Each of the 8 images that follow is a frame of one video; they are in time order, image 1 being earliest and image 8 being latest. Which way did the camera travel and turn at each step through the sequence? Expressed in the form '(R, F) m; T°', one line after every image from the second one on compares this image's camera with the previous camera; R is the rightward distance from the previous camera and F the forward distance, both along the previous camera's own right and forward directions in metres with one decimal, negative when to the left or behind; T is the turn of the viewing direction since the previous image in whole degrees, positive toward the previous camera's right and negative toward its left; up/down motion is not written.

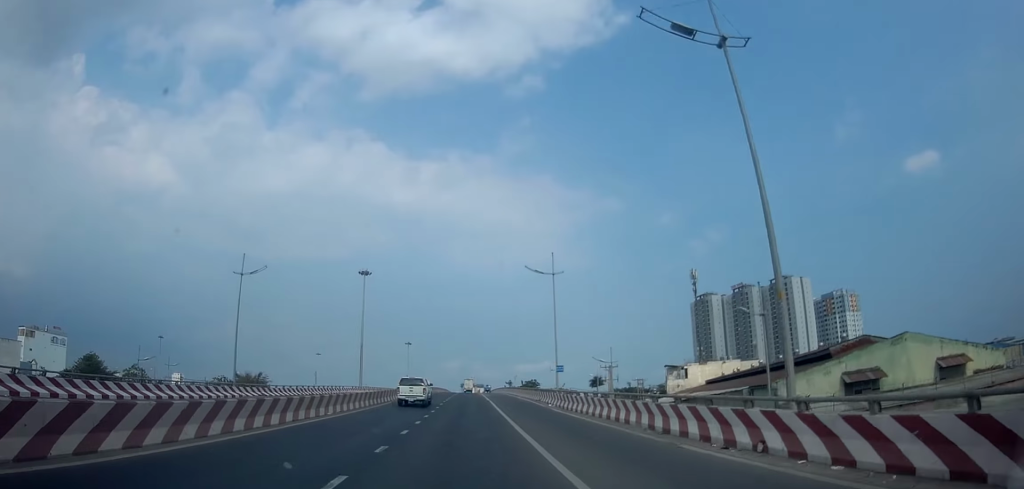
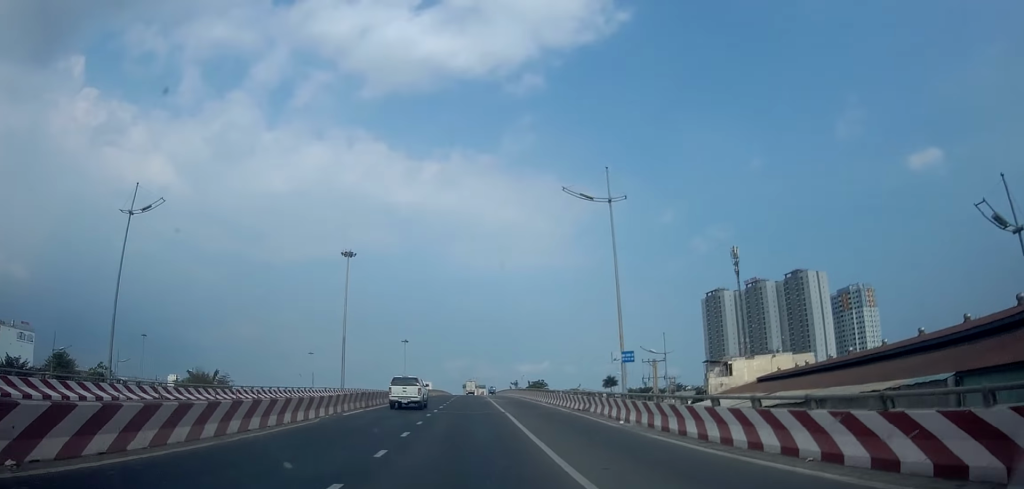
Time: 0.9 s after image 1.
(0.0, +16.5) m; 0°
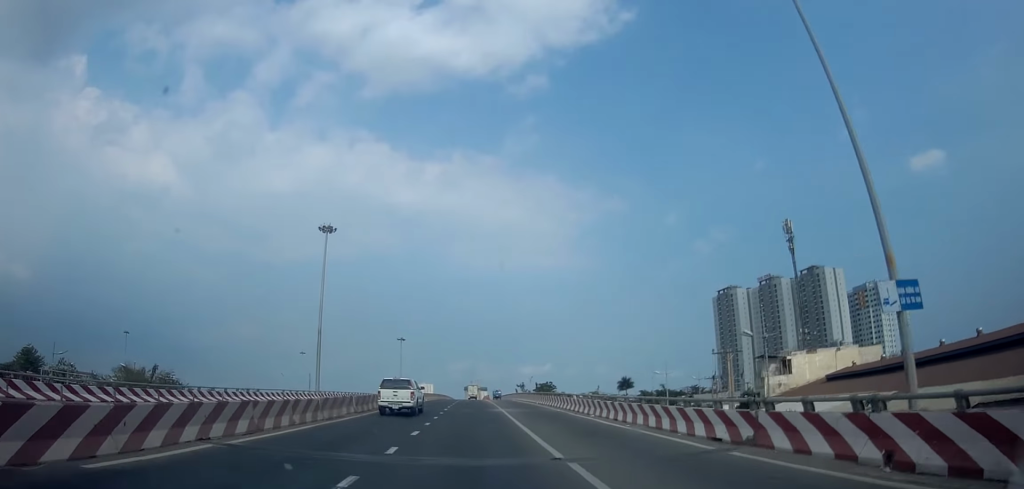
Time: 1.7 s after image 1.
(-0.1, +15.7) m; 0°
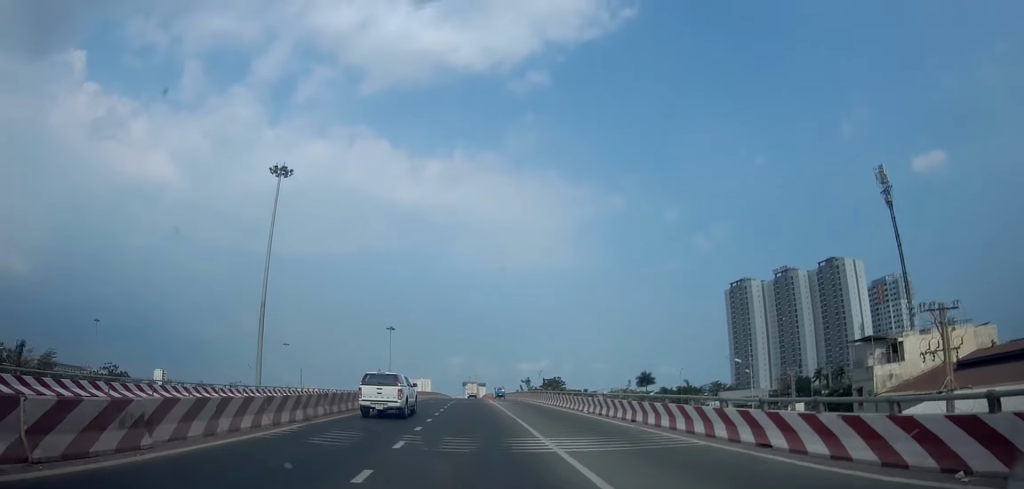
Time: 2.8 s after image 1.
(0.0, +20.0) m; 0°
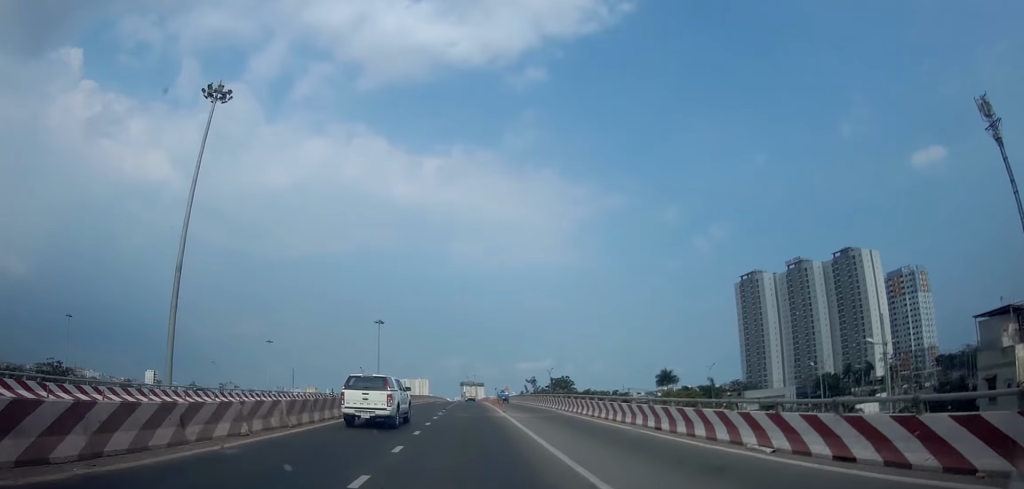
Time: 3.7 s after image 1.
(0.0, +16.7) m; 0°
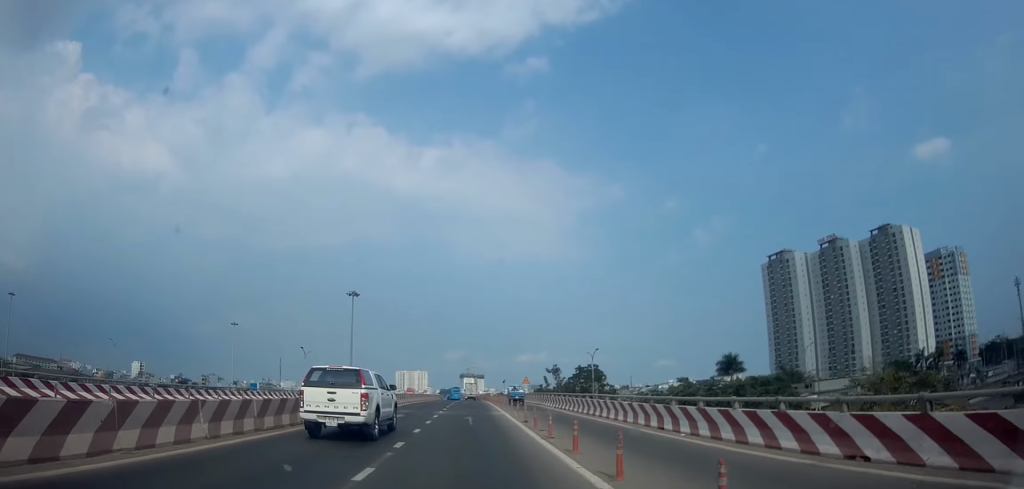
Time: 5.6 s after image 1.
(0.0, +32.6) m; 0°
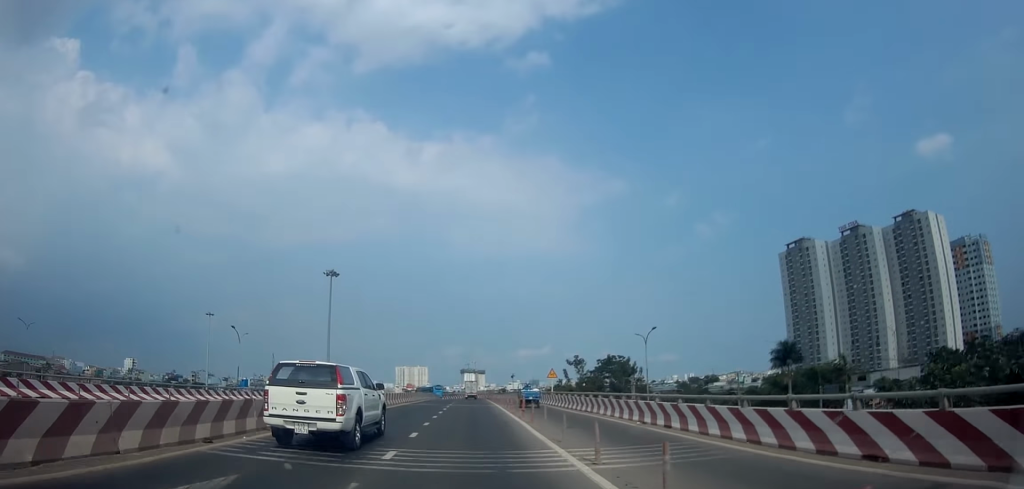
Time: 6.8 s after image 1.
(+0.1, +18.5) m; 0°
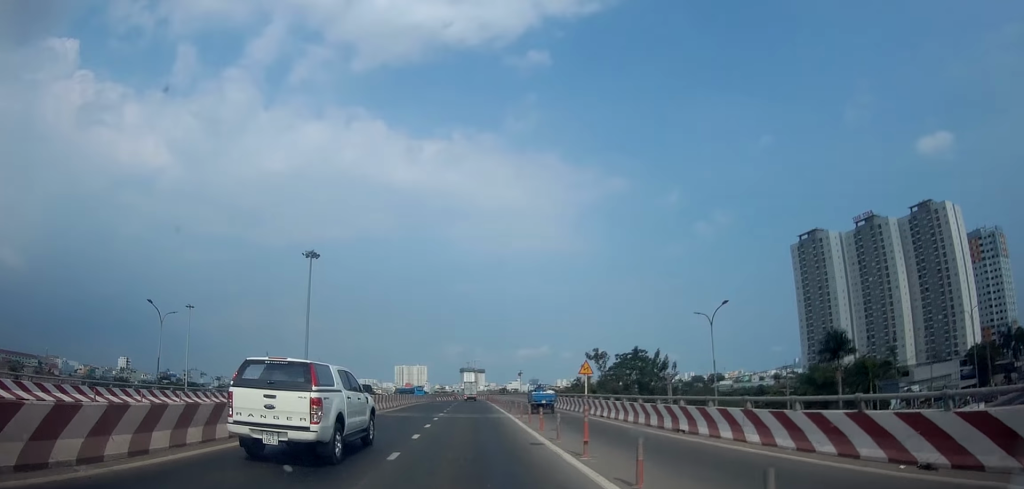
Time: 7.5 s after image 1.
(0.0, +11.7) m; 0°
